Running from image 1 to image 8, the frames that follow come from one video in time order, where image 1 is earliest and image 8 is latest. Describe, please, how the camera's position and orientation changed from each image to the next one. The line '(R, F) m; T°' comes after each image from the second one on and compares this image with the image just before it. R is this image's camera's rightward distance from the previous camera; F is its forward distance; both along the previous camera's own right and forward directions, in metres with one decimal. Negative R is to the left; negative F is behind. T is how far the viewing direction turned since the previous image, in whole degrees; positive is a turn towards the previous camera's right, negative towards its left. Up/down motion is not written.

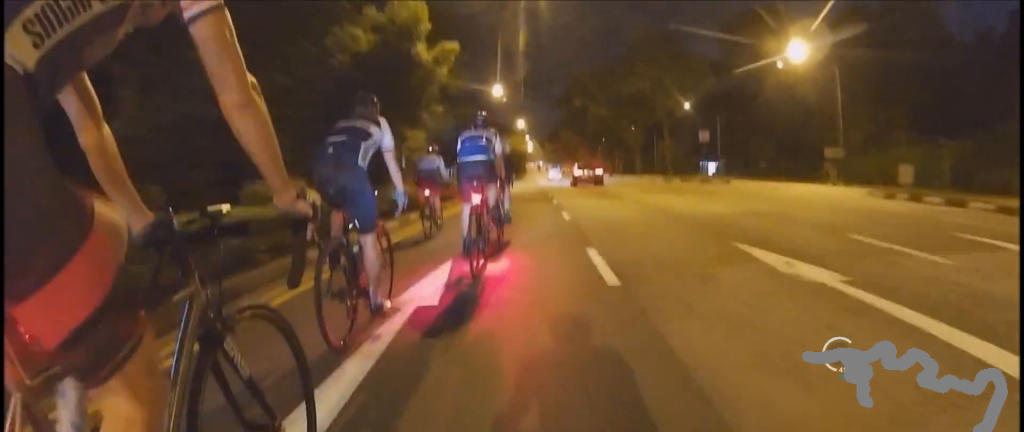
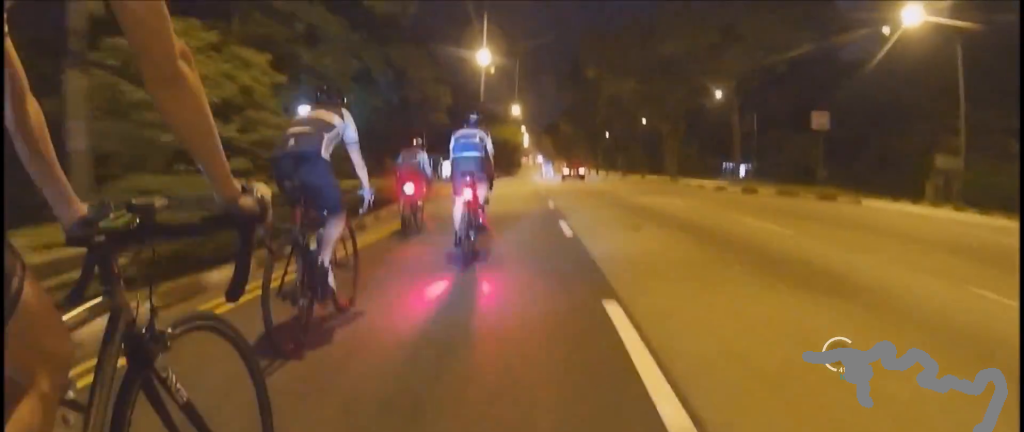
(-0.3, +14.6) m; 0°
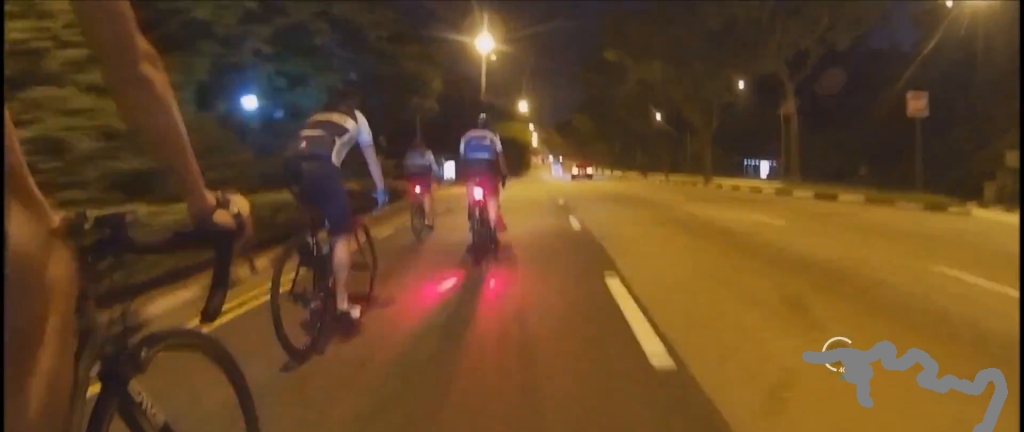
(+0.2, +5.3) m; 0°
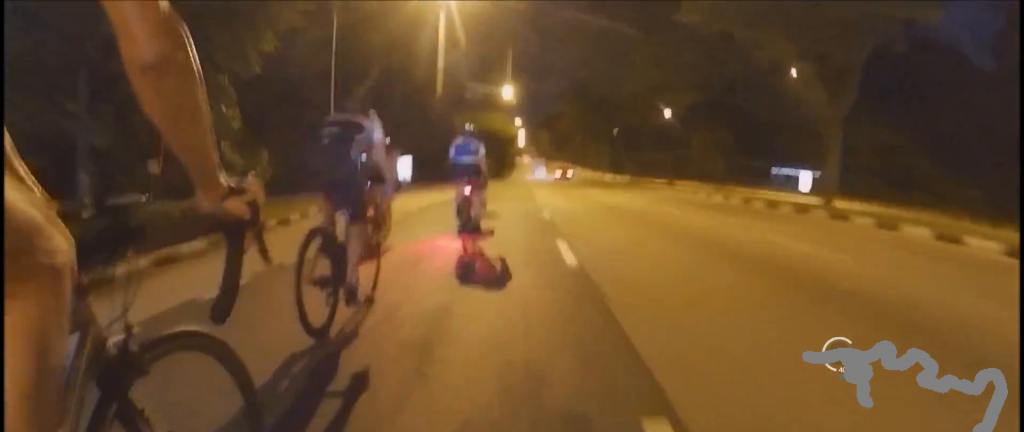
(-0.3, +15.3) m; 0°
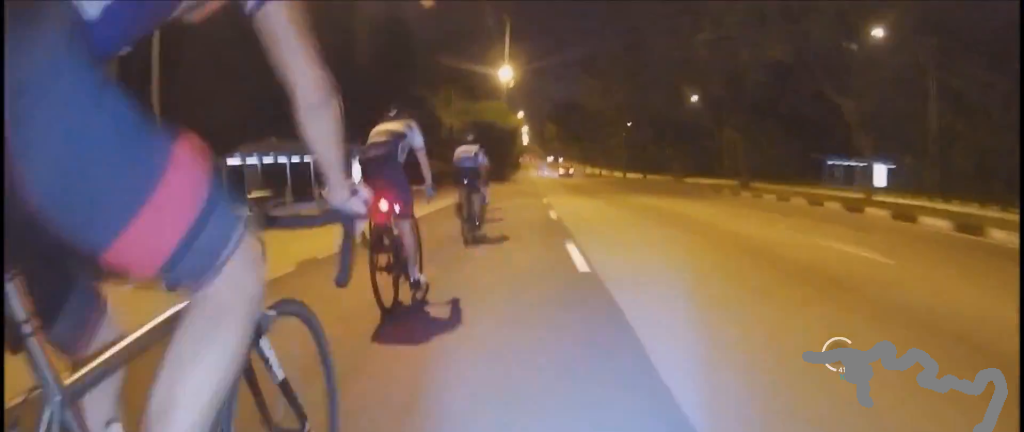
(+0.4, +13.0) m; +2°
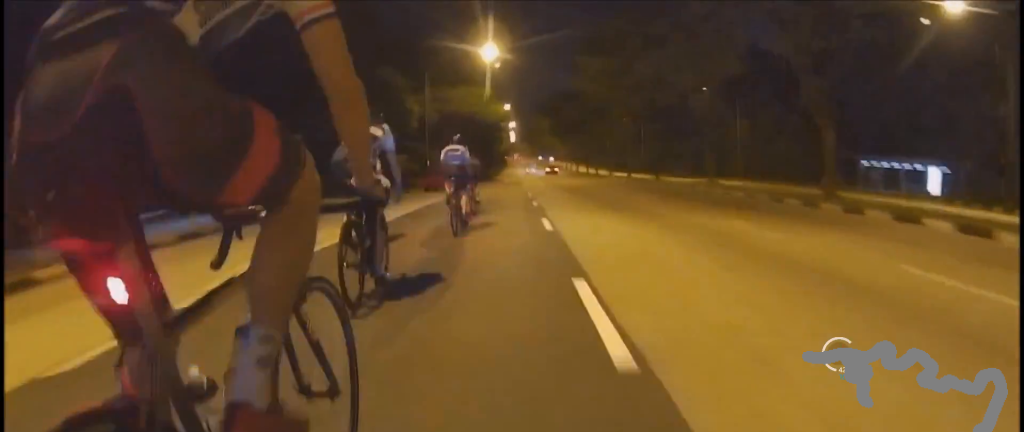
(0.0, +8.7) m; -1°
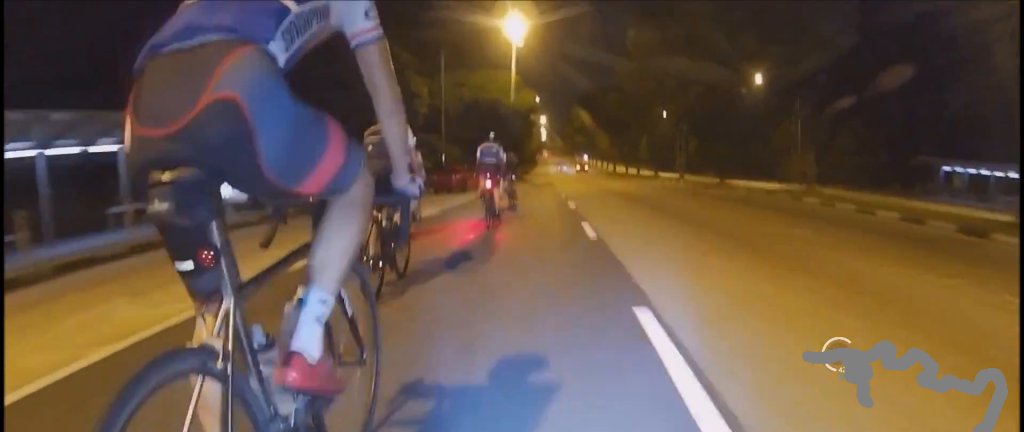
(-0.2, +7.1) m; 0°
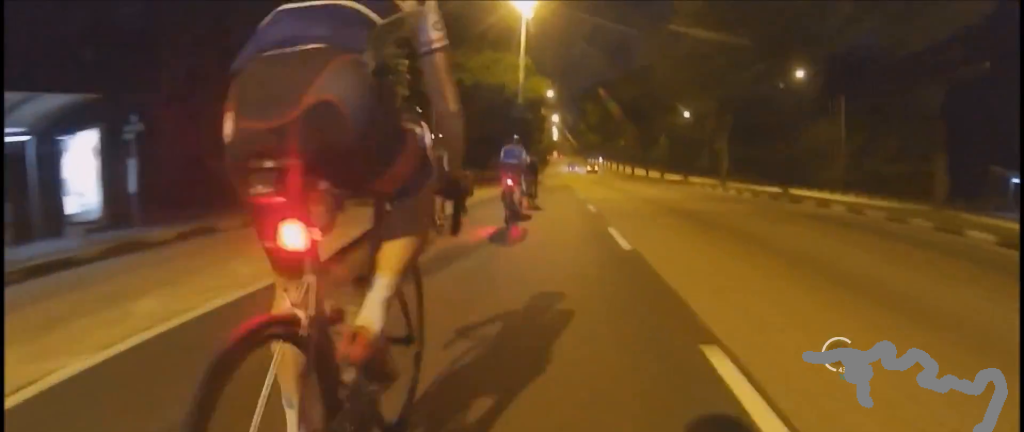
(-0.2, +6.8) m; 0°
